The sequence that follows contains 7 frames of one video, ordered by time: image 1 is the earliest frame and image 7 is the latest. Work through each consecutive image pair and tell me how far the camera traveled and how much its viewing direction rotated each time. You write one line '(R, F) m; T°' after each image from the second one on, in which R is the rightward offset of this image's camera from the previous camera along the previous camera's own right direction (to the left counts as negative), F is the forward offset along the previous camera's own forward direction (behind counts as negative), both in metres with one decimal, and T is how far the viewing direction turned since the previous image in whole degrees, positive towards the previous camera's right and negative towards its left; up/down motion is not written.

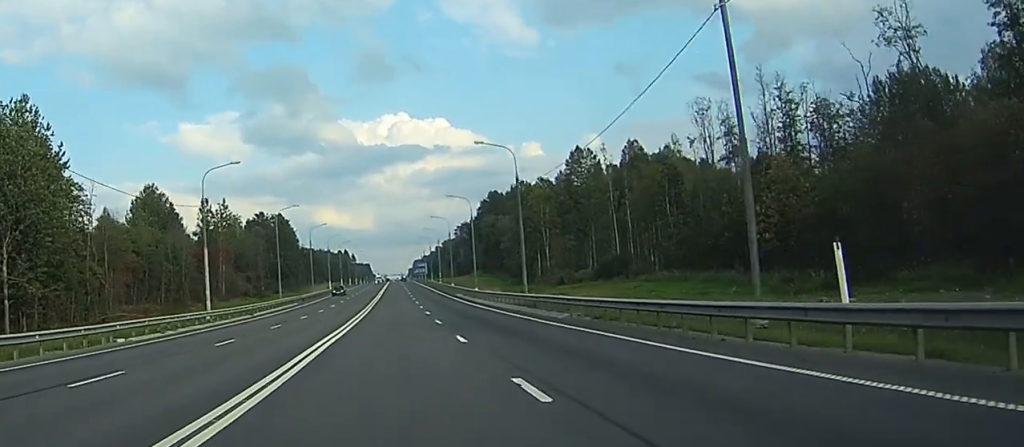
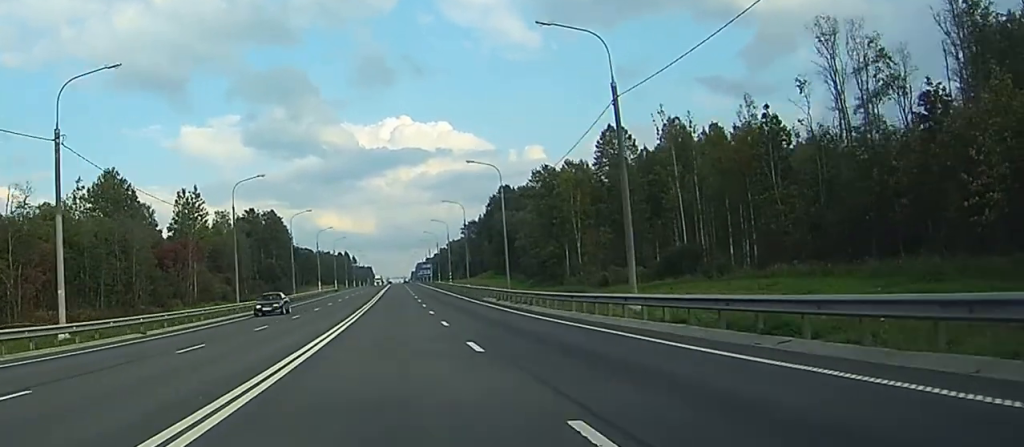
(0.0, +28.6) m; 0°
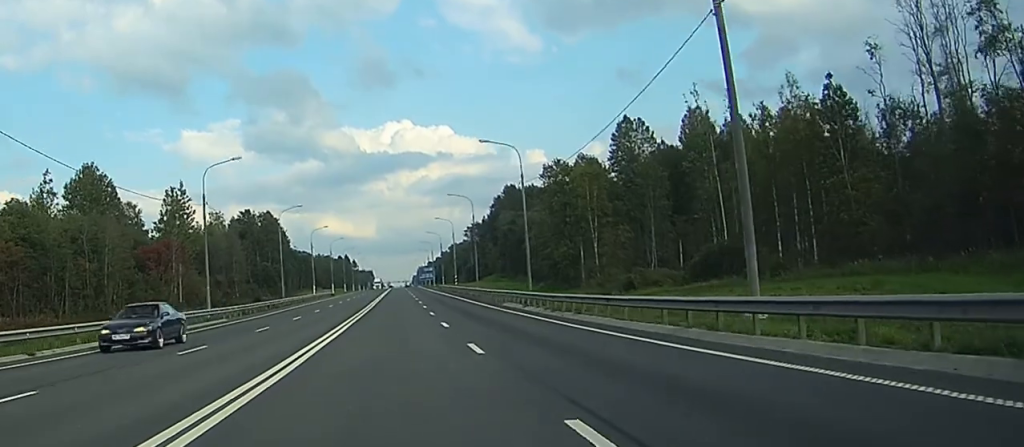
(0.0, +12.1) m; 0°
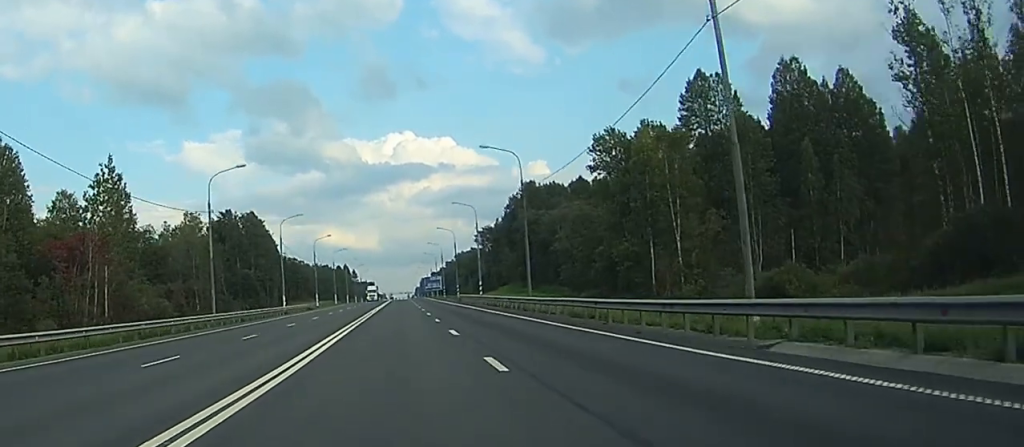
(+0.2, +40.0) m; 0°
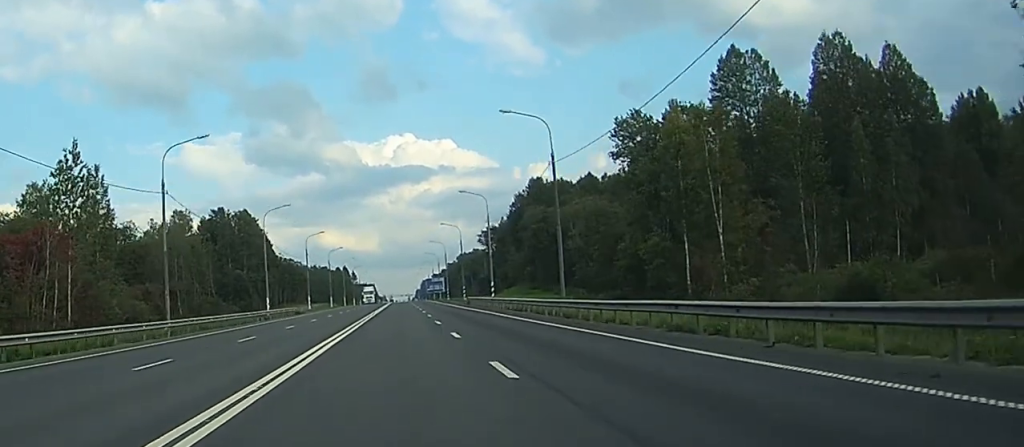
(0.0, +12.8) m; 0°
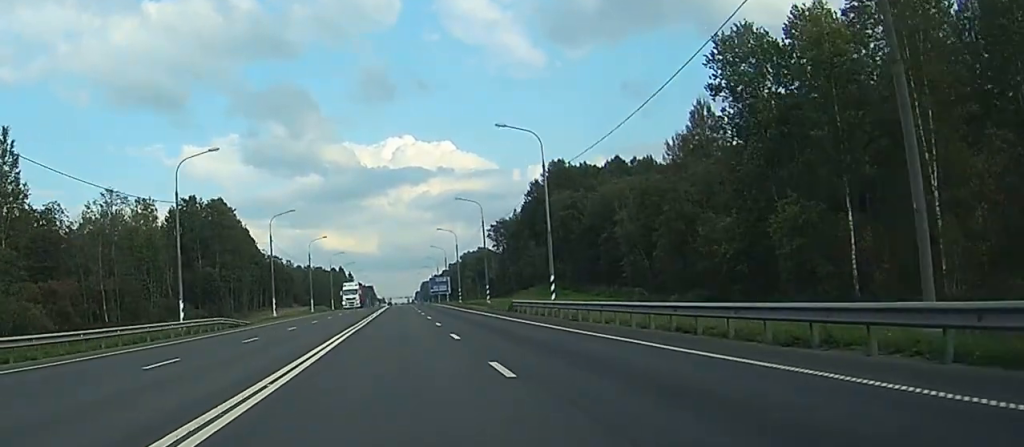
(-0.1, +35.6) m; 0°
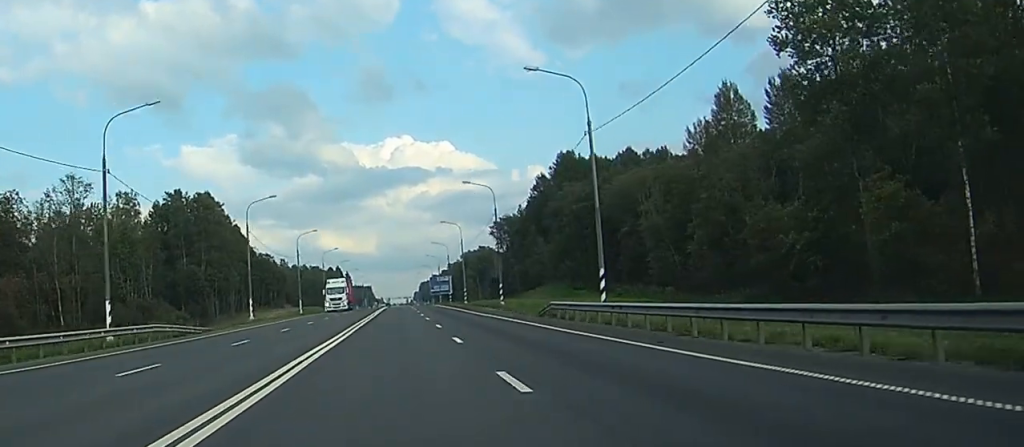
(0.0, +13.6) m; 0°
